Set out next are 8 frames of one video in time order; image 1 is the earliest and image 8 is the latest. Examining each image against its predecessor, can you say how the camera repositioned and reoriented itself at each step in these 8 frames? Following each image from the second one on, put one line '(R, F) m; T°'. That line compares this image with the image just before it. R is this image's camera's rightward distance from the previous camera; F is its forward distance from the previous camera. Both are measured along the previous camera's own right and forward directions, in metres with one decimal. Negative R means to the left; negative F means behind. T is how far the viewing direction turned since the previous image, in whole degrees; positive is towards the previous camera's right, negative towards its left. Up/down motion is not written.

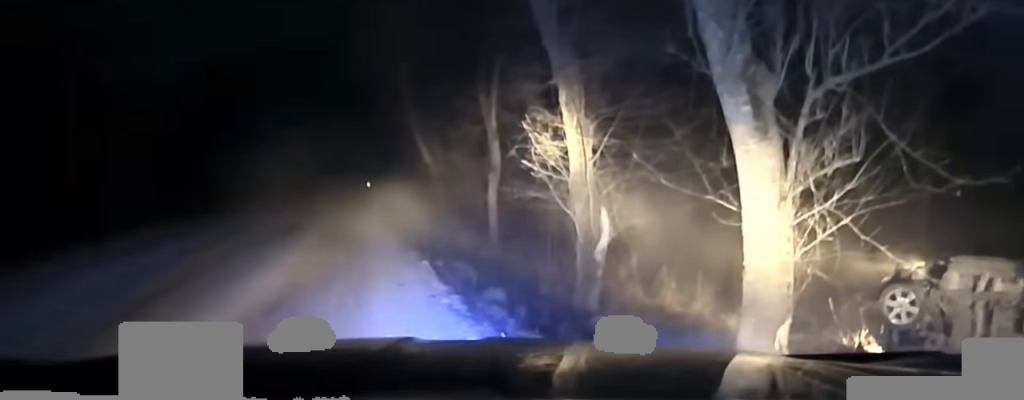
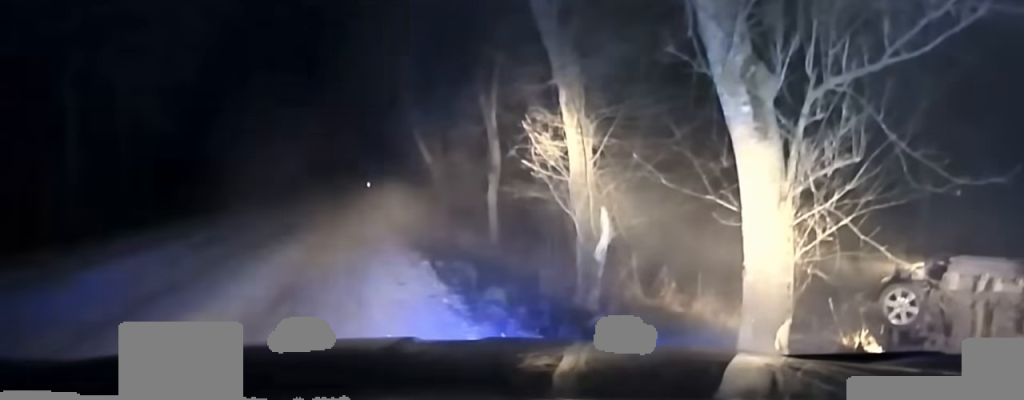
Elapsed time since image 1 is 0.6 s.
(0.0, 0.0) m; 0°
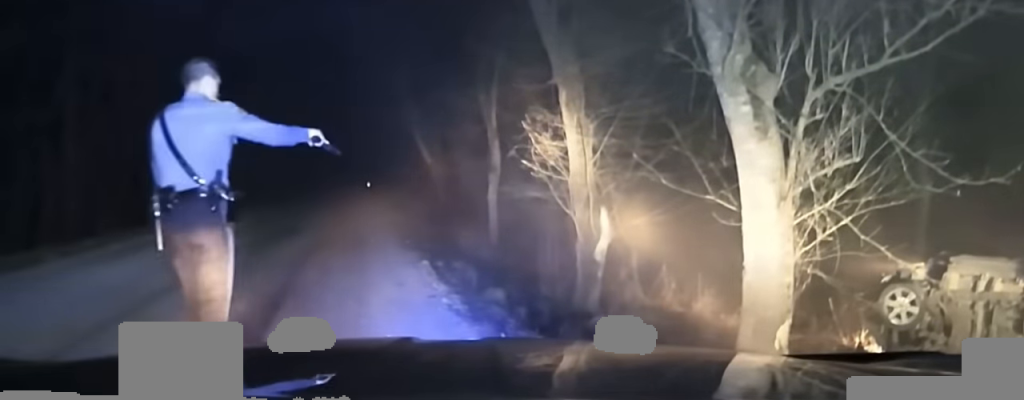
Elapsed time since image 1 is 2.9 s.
(0.0, 0.0) m; 0°
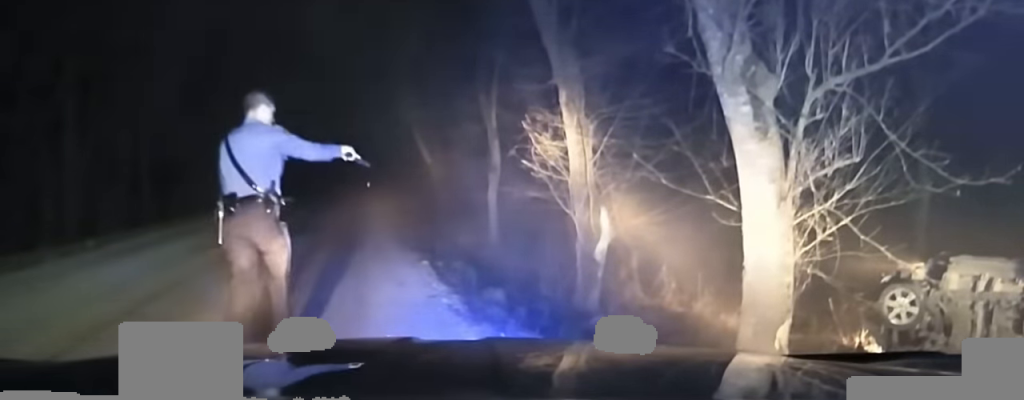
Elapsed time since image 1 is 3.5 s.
(0.0, 0.0) m; 0°
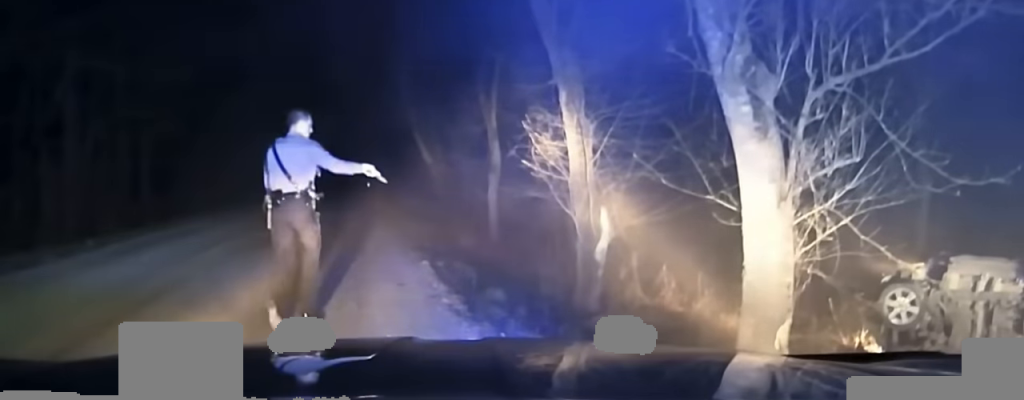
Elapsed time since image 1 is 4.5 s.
(0.0, 0.0) m; 0°
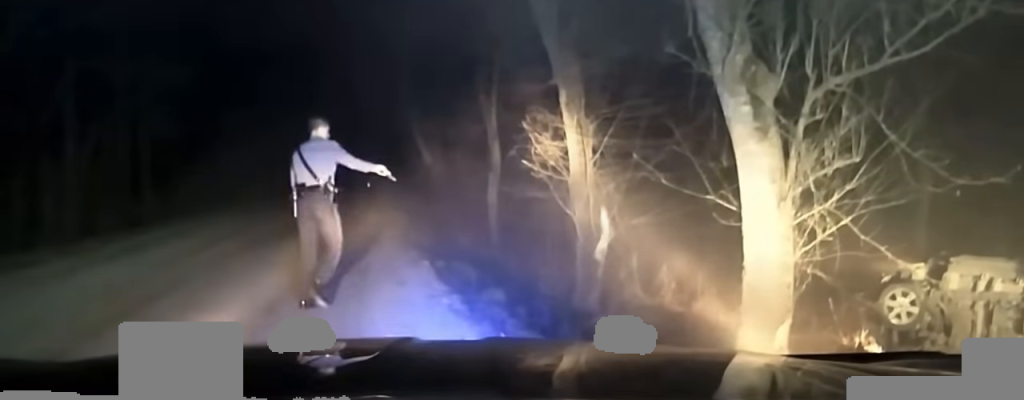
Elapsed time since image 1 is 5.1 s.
(0.0, 0.0) m; 0°
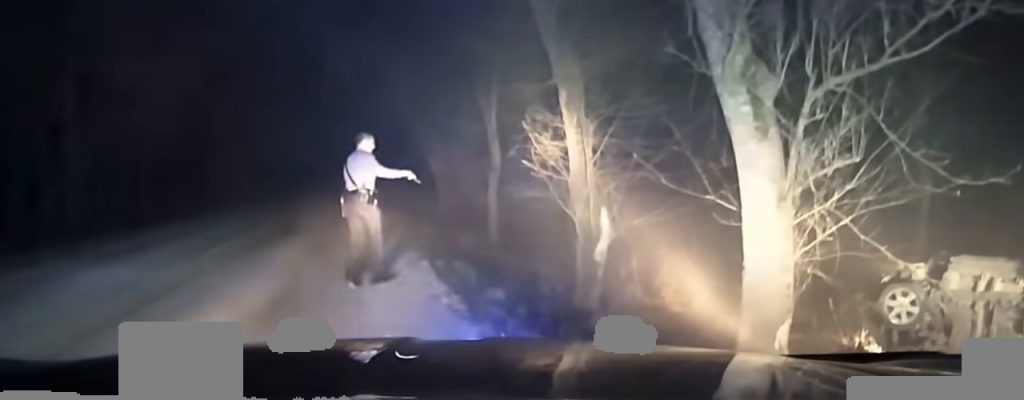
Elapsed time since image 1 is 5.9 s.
(0.0, 0.0) m; 0°
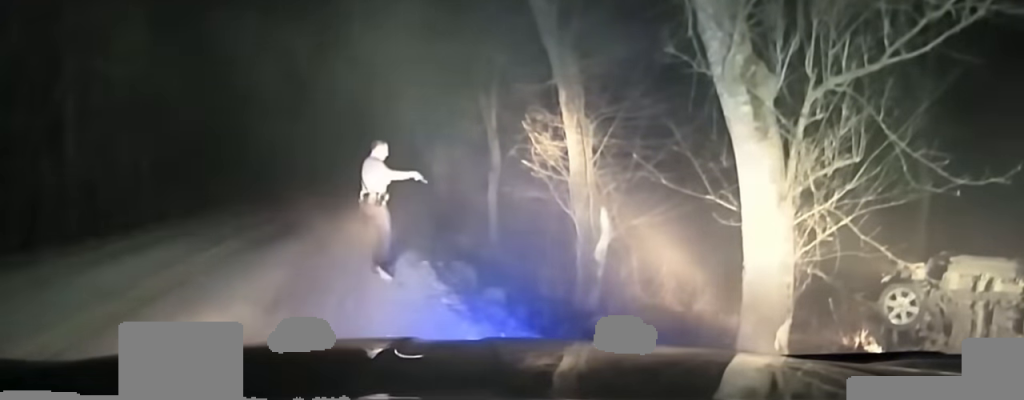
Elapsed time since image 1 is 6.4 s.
(0.0, 0.0) m; 0°
